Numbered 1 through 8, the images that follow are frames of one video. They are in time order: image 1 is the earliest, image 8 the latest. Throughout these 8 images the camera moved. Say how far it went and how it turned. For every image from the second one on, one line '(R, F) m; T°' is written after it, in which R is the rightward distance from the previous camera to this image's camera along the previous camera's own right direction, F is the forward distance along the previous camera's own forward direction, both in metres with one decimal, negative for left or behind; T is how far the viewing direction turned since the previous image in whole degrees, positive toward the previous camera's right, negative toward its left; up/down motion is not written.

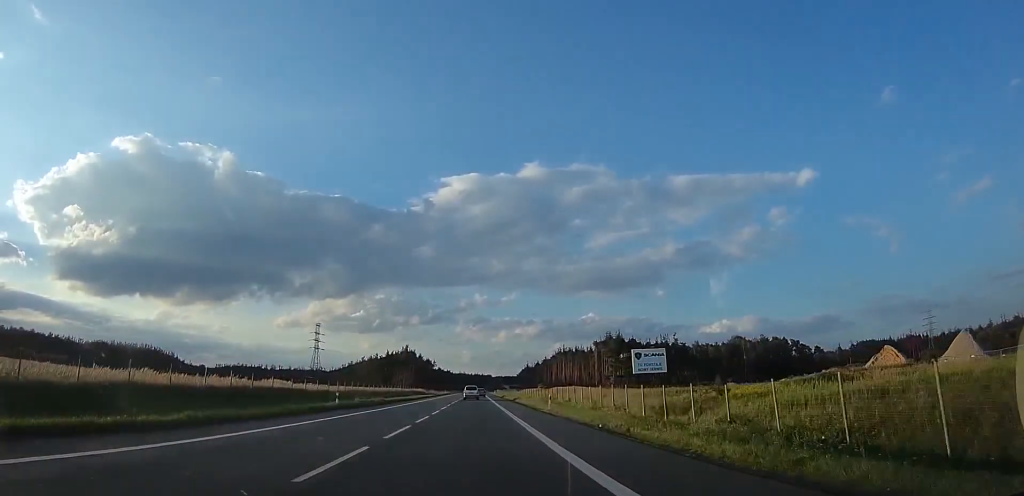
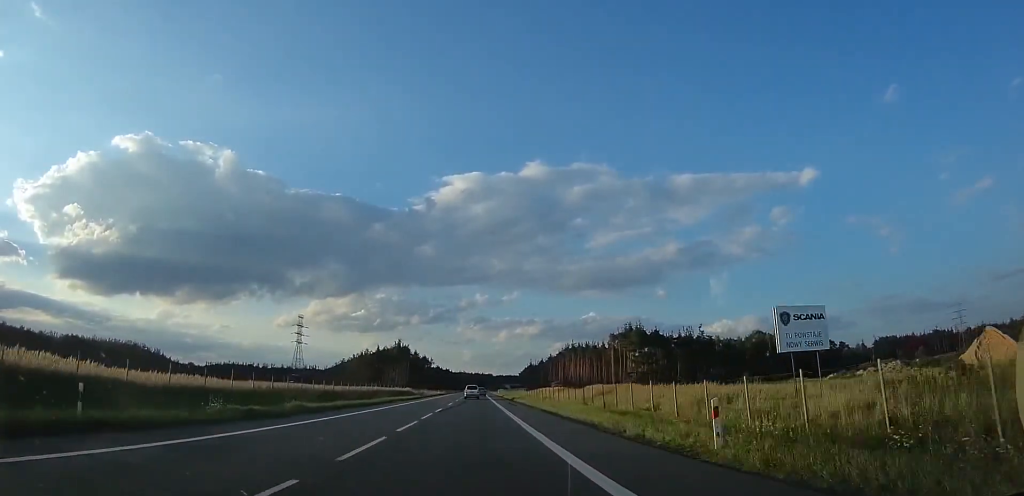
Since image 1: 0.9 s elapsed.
(+0.1, +21.8) m; 0°
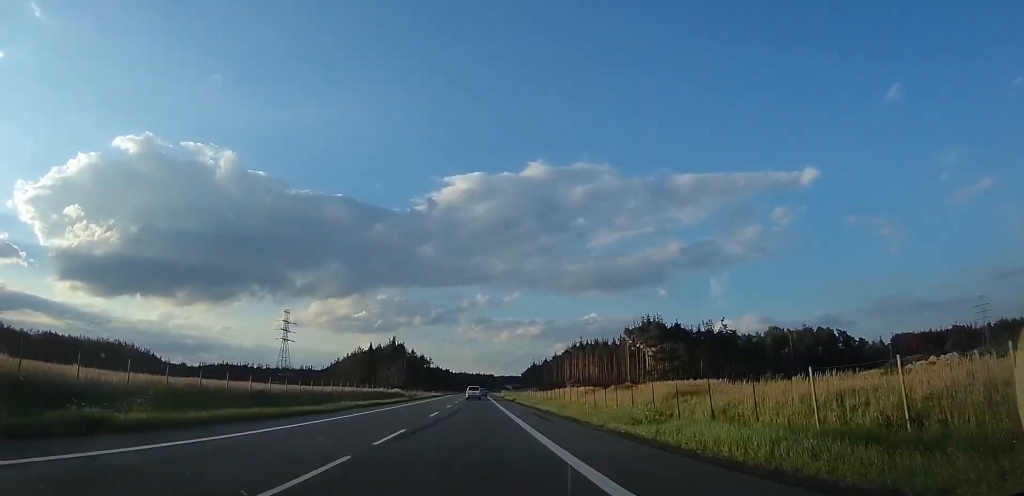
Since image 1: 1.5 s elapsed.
(0.0, +15.2) m; 0°
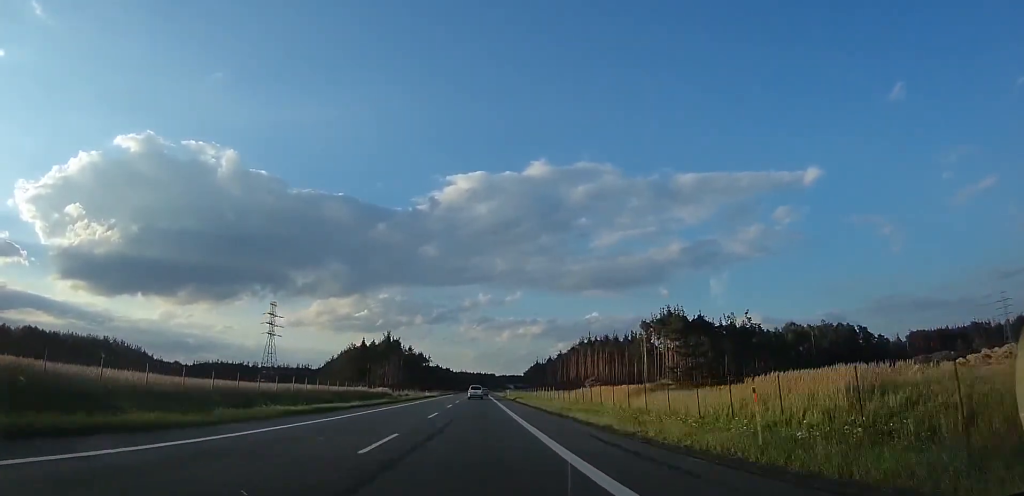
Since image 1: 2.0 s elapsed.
(0.0, +13.5) m; 0°
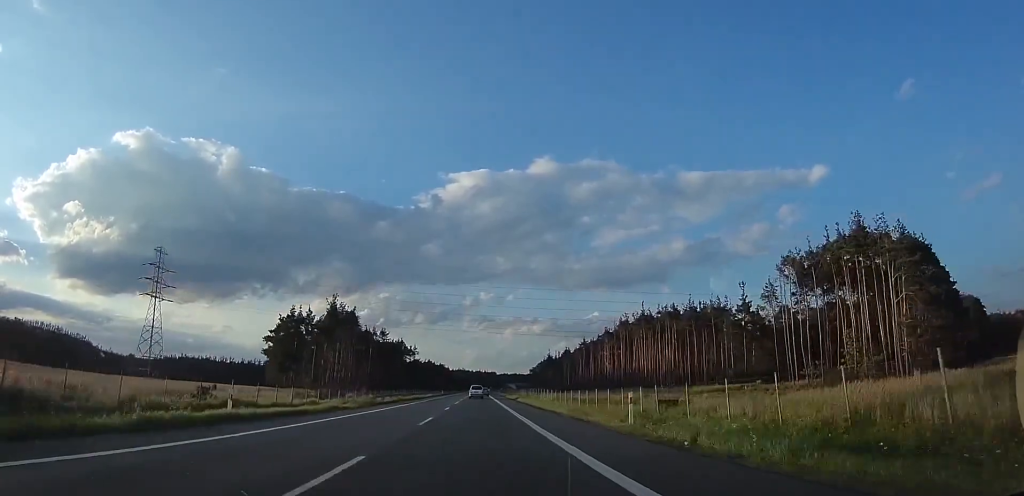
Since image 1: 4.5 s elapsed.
(-1.8, +64.0) m; -1°
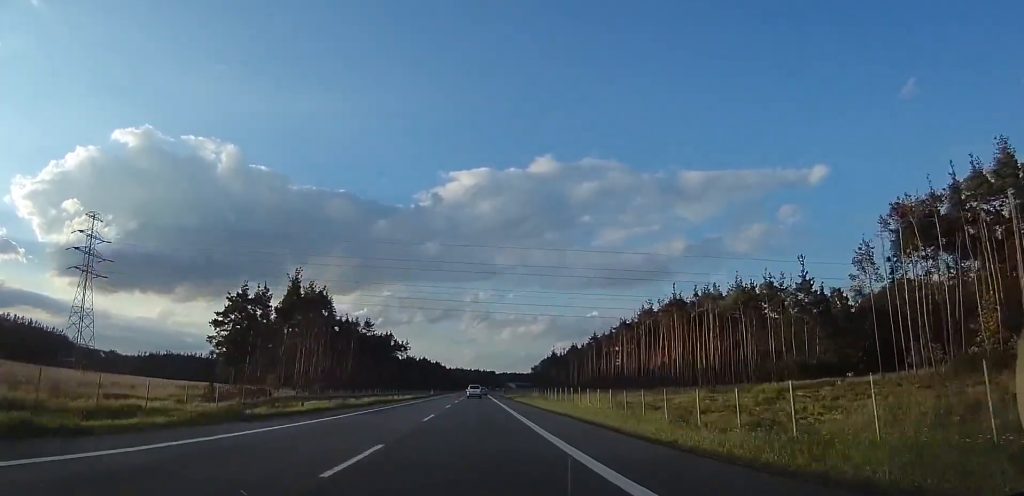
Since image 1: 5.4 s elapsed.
(+0.4, +21.9) m; +1°
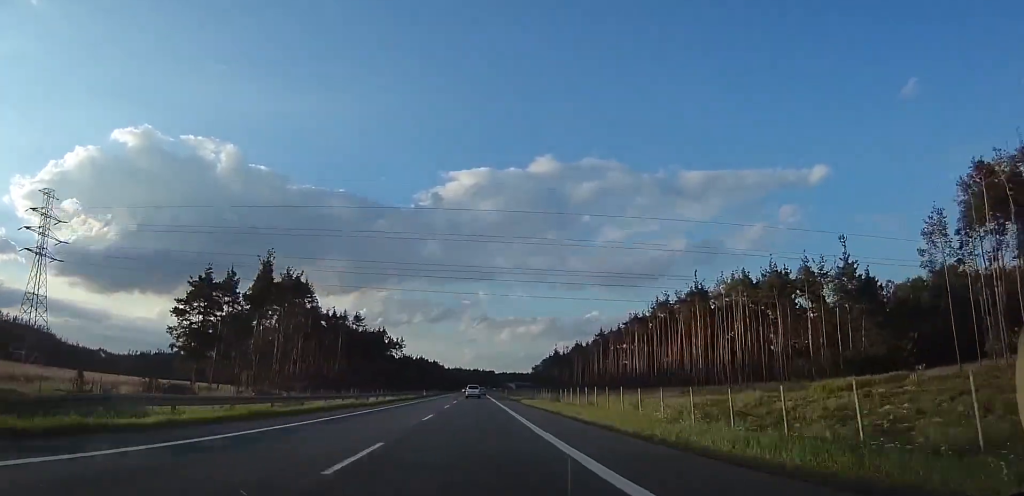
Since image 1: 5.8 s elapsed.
(0.0, +11.7) m; 0°
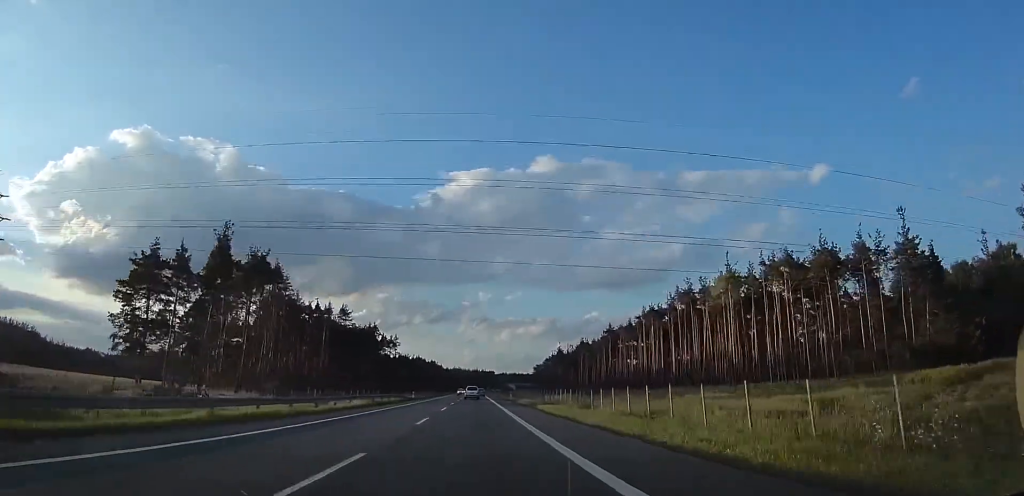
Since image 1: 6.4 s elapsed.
(0.0, +13.4) m; -1°
